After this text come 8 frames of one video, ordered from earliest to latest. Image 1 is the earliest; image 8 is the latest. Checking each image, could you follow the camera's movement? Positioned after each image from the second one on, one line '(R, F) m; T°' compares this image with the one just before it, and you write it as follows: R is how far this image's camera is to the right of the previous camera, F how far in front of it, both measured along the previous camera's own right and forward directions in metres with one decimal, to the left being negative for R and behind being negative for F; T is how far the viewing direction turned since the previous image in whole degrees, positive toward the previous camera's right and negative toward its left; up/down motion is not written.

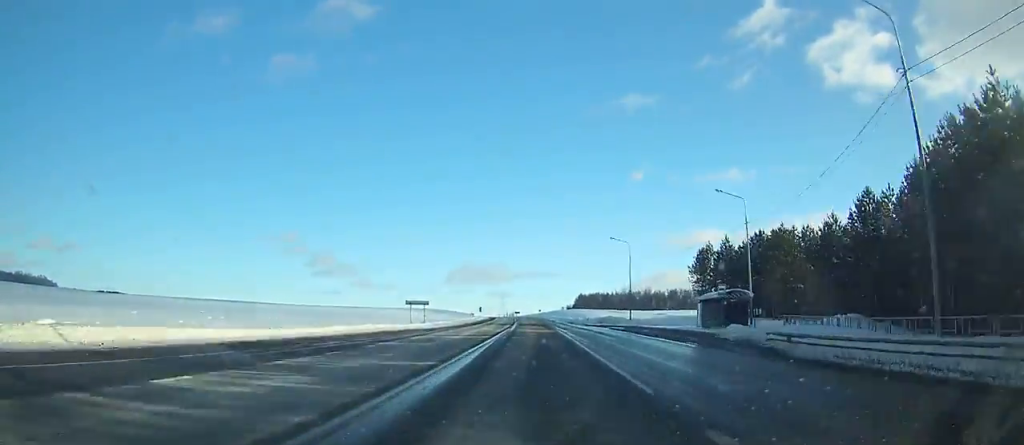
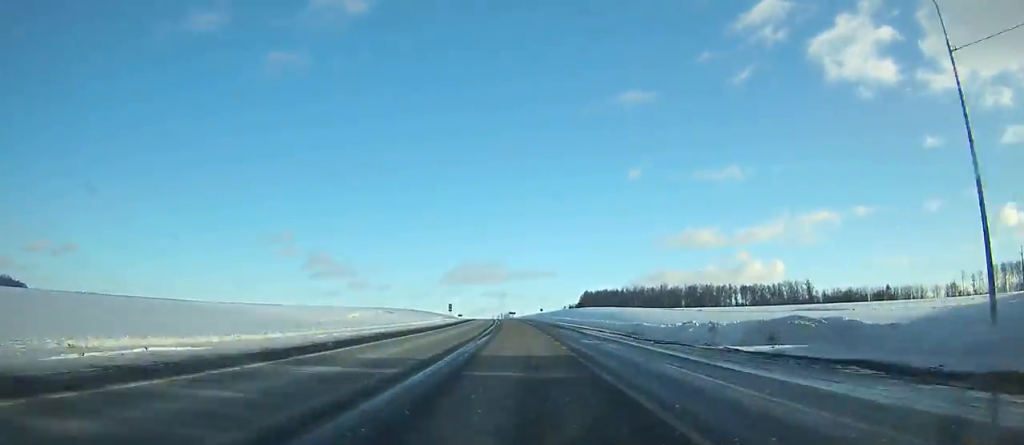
(-0.2, +61.4) m; -1°
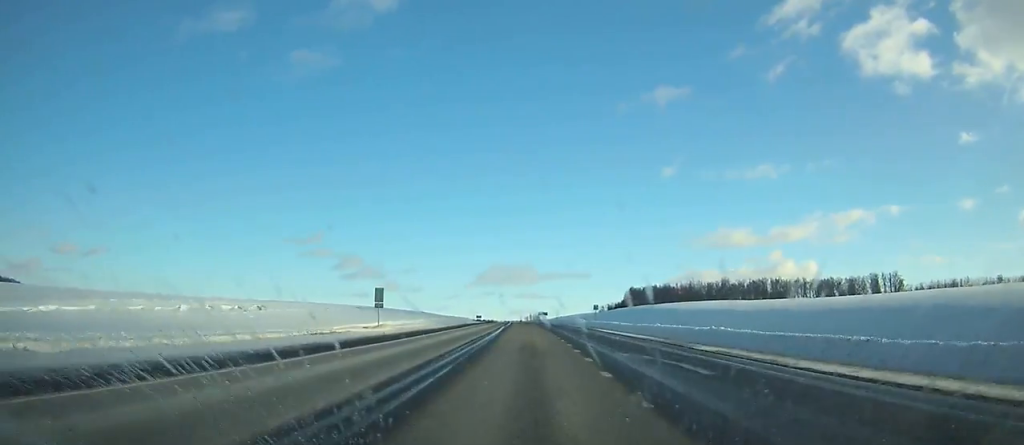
(-0.9, +69.5) m; -2°
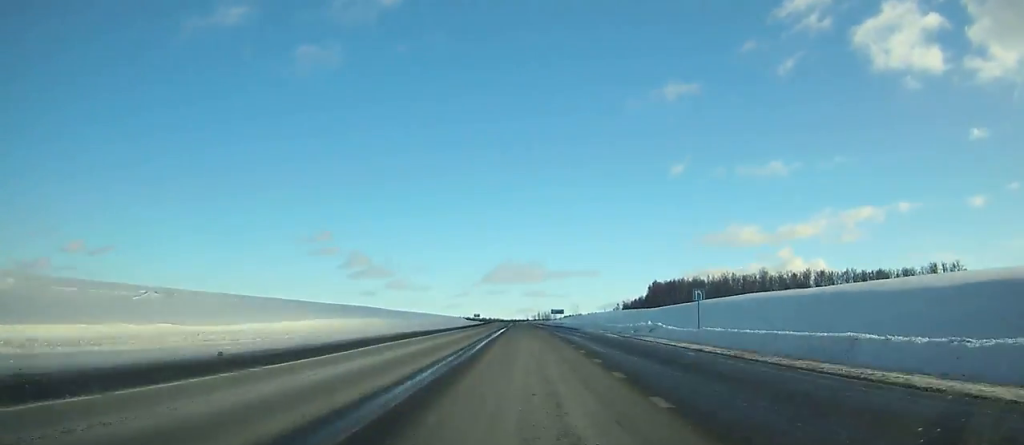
(-0.6, +47.0) m; -1°
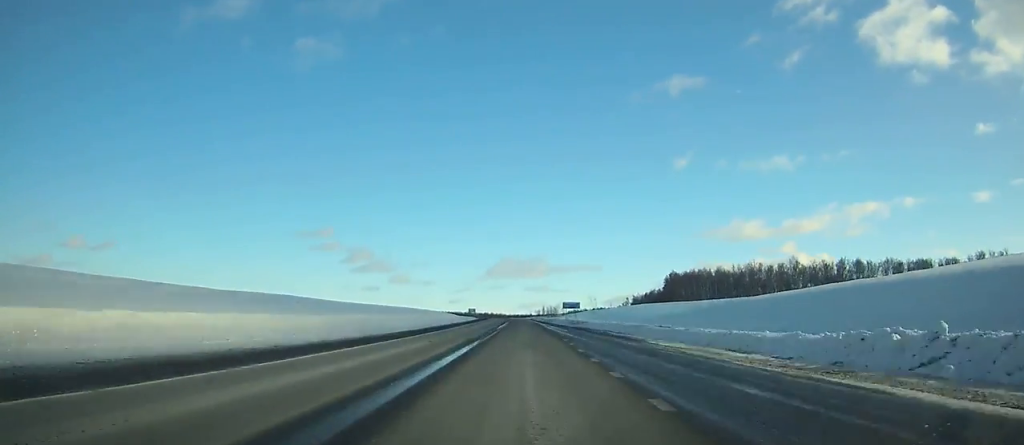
(-0.2, +33.1) m; -1°
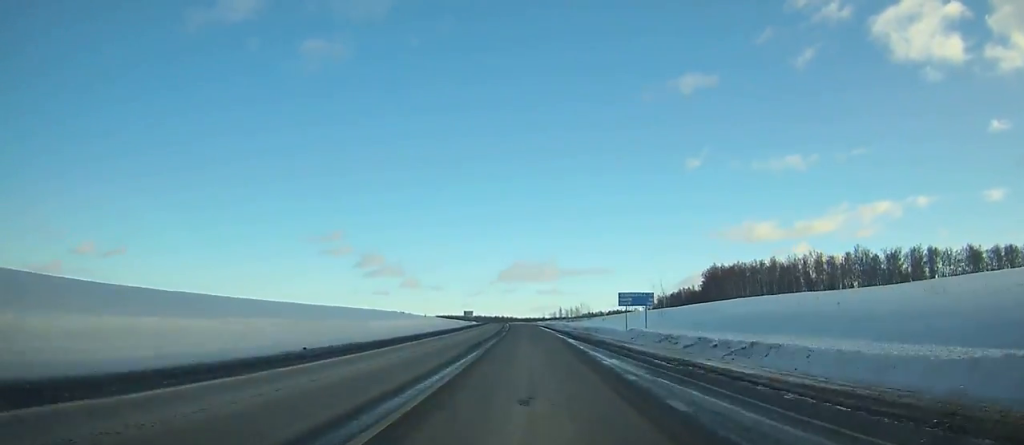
(-0.4, +47.9) m; -1°
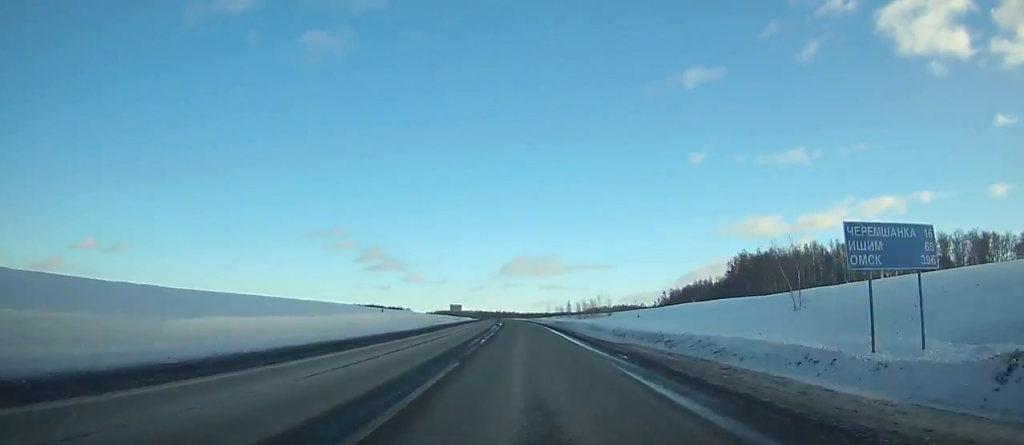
(+0.1, +31.1) m; -1°
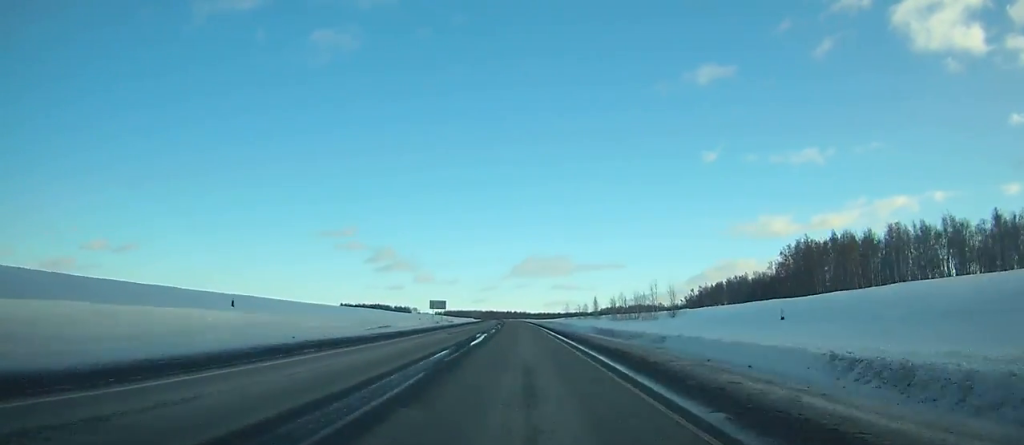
(-0.5, +38.8) m; -1°
